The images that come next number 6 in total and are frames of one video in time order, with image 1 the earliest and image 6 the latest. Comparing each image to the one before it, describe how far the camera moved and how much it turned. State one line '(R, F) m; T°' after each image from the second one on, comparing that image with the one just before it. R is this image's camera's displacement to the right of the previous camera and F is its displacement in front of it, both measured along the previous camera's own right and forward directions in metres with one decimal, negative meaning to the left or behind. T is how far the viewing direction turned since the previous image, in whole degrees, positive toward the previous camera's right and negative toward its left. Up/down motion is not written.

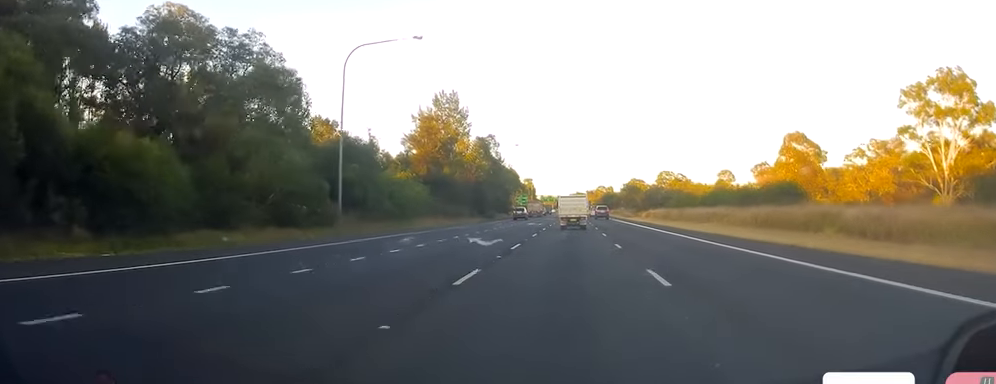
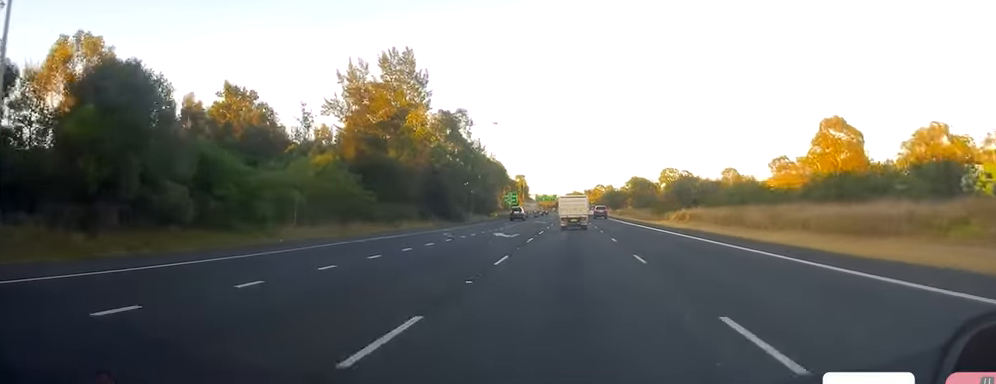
(+0.5, +30.7) m; +1°
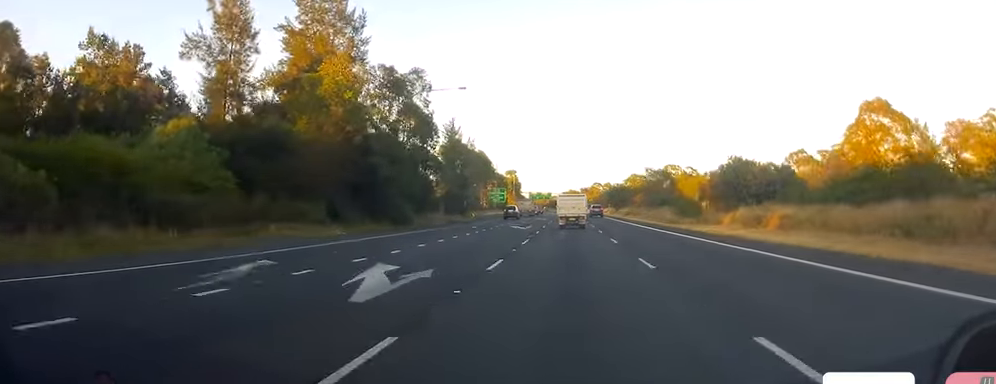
(+0.2, +25.6) m; 0°
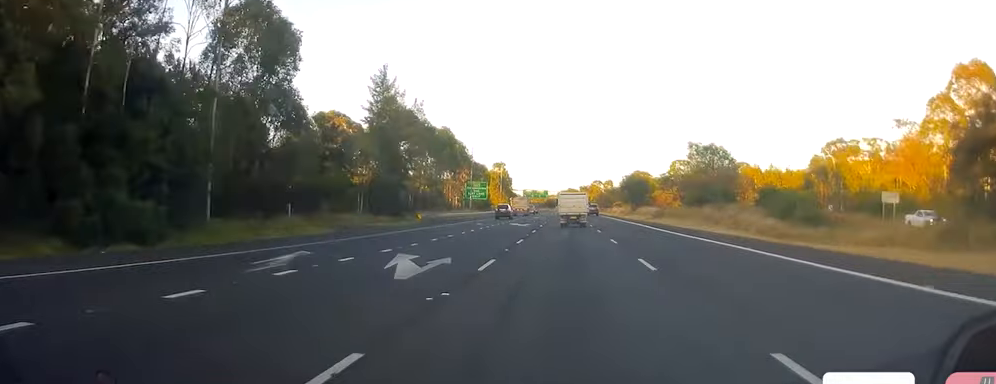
(-0.1, +36.9) m; 0°
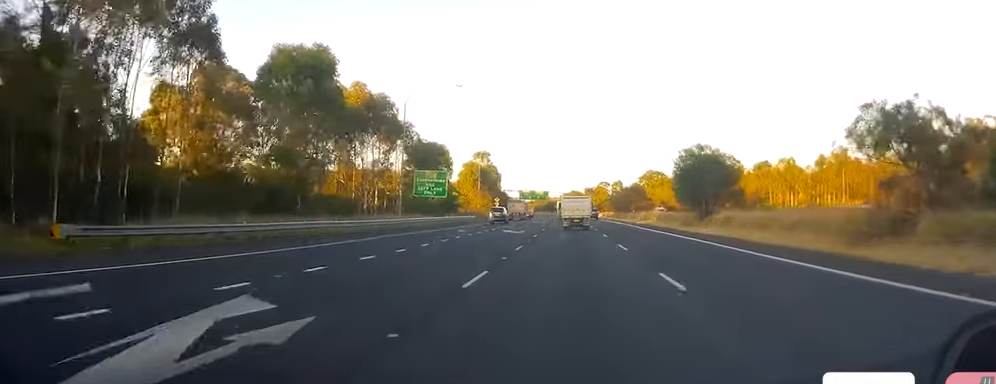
(-0.1, +50.6) m; 0°
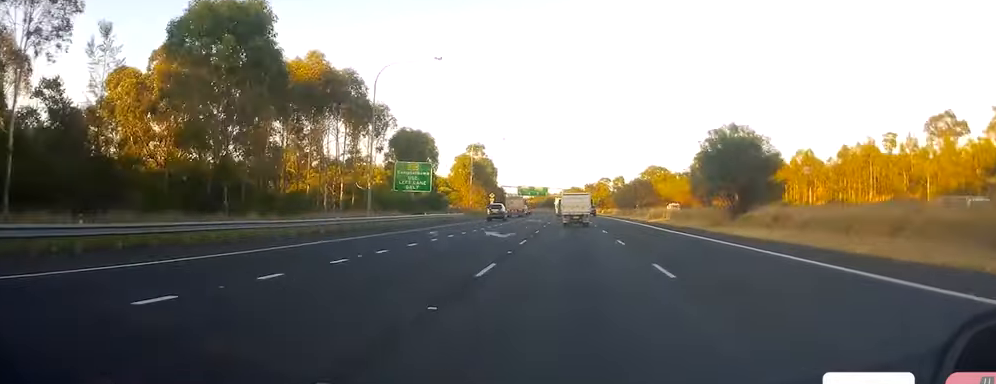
(+0.1, +10.4) m; 0°
